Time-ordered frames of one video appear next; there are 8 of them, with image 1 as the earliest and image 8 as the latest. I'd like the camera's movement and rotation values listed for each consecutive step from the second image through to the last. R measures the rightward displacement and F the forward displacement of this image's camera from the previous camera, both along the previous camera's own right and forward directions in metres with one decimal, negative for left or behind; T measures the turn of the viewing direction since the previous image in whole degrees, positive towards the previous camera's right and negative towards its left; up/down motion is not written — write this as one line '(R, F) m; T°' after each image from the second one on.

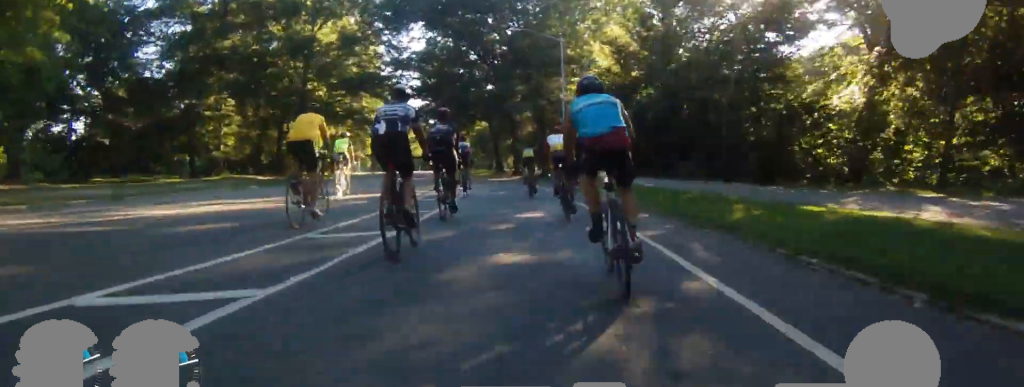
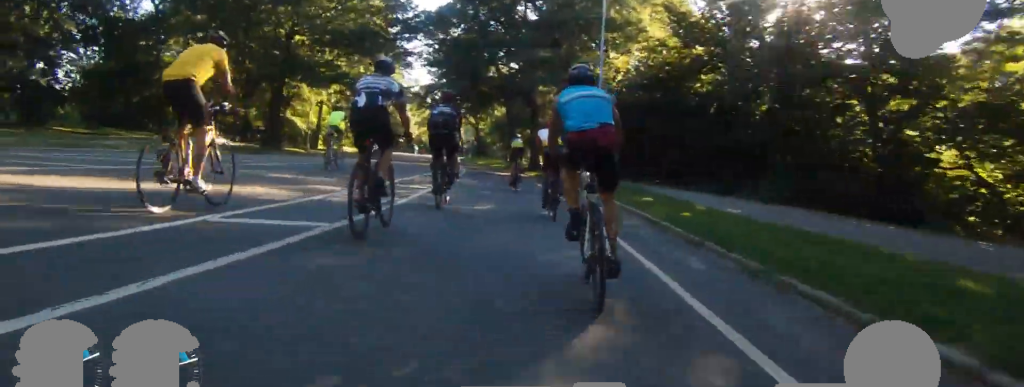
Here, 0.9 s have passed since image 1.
(0.0, +9.6) m; 0°
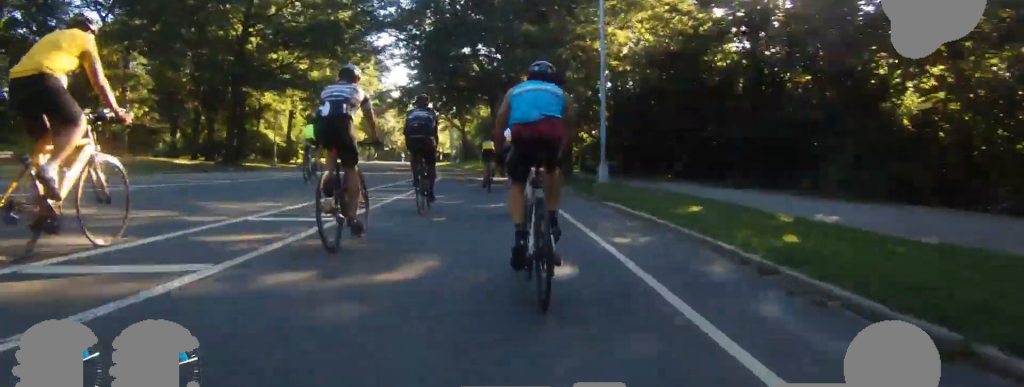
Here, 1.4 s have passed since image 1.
(0.0, +5.6) m; -3°
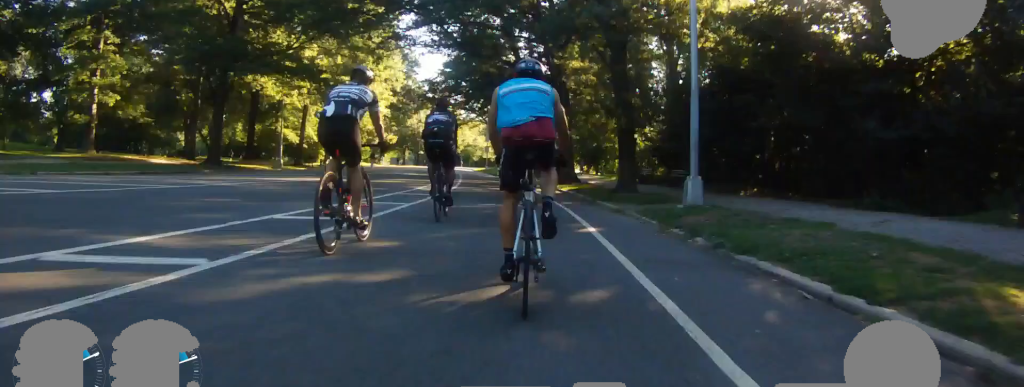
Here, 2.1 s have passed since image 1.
(+0.4, +7.3) m; -8°
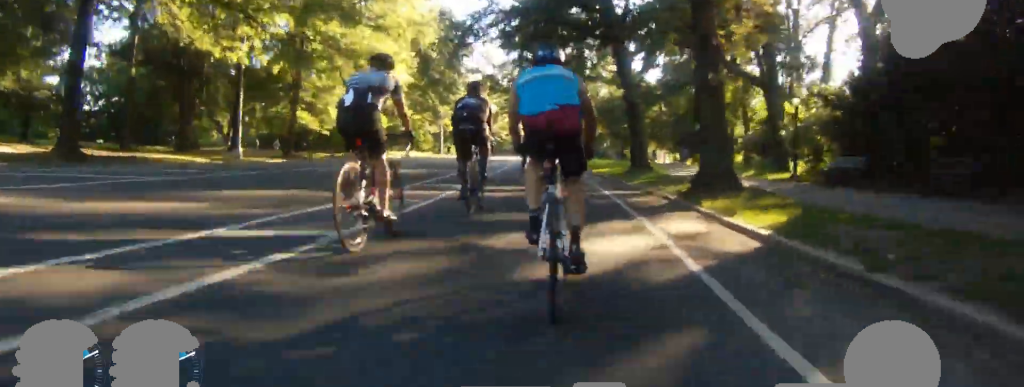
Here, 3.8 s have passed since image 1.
(-1.3, +16.3) m; +4°
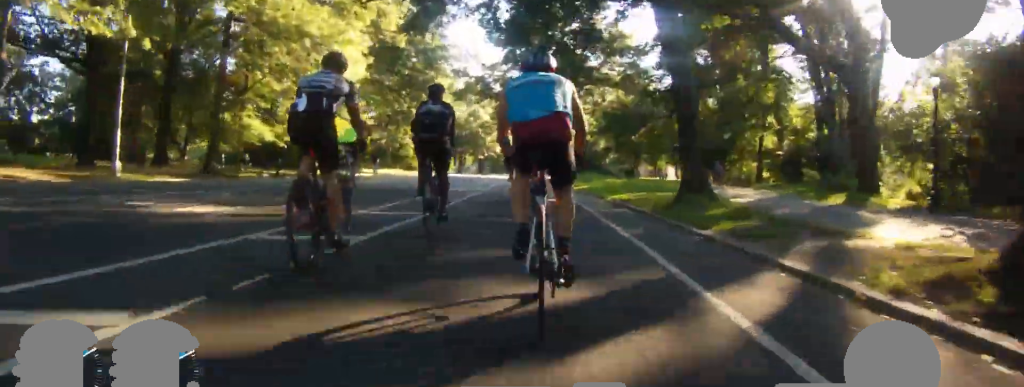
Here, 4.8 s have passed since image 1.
(+0.6, +10.2) m; +3°
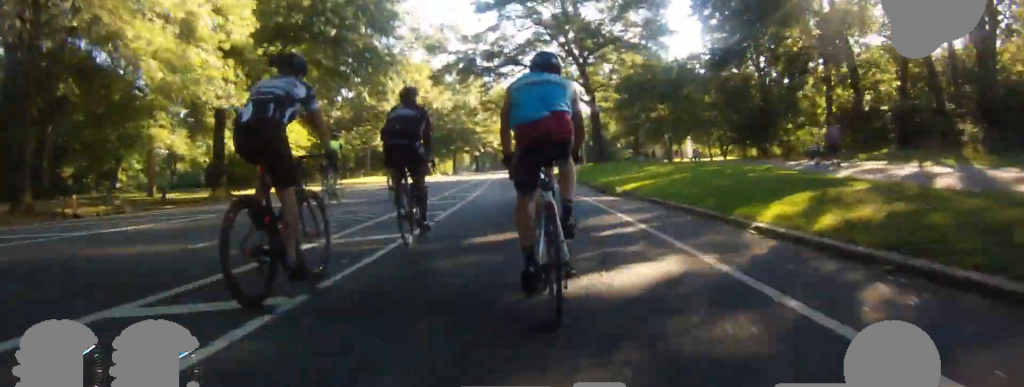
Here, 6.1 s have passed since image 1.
(0.0, +14.7) m; 0°
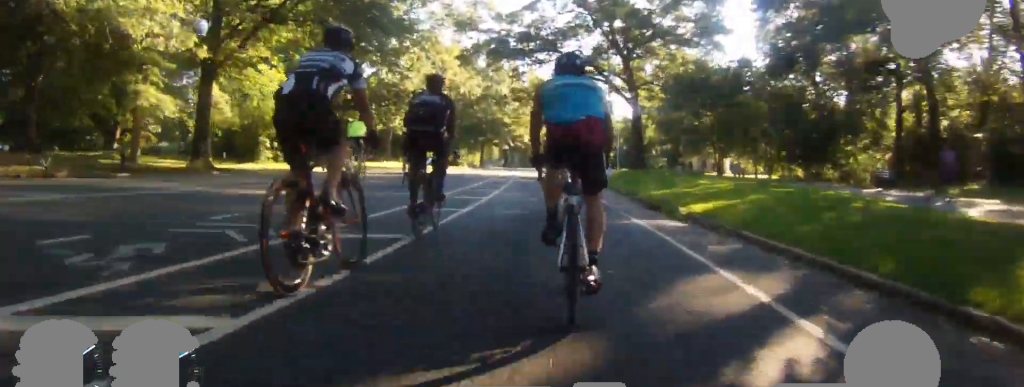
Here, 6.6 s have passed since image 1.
(0.0, +5.4) m; -2°
